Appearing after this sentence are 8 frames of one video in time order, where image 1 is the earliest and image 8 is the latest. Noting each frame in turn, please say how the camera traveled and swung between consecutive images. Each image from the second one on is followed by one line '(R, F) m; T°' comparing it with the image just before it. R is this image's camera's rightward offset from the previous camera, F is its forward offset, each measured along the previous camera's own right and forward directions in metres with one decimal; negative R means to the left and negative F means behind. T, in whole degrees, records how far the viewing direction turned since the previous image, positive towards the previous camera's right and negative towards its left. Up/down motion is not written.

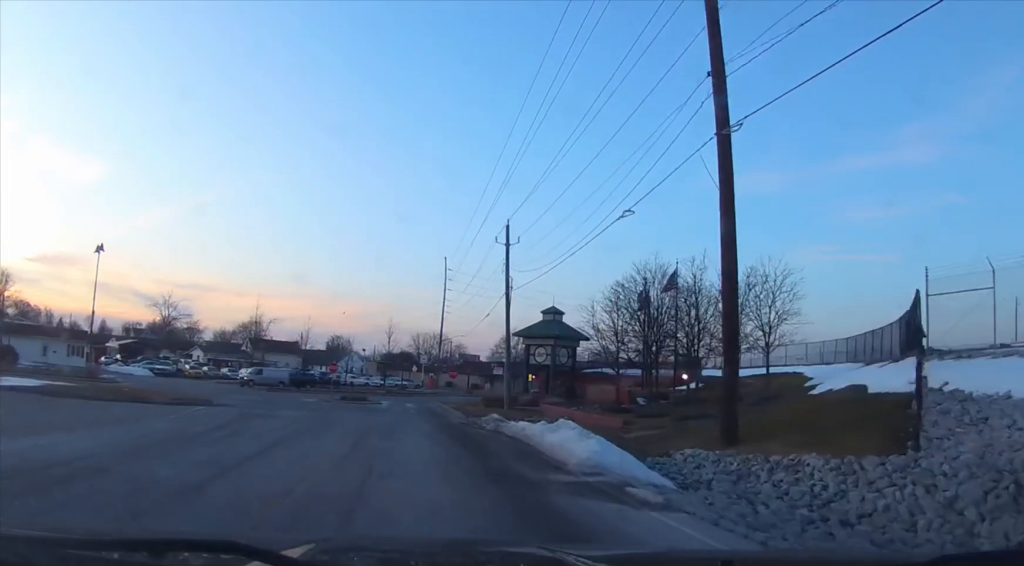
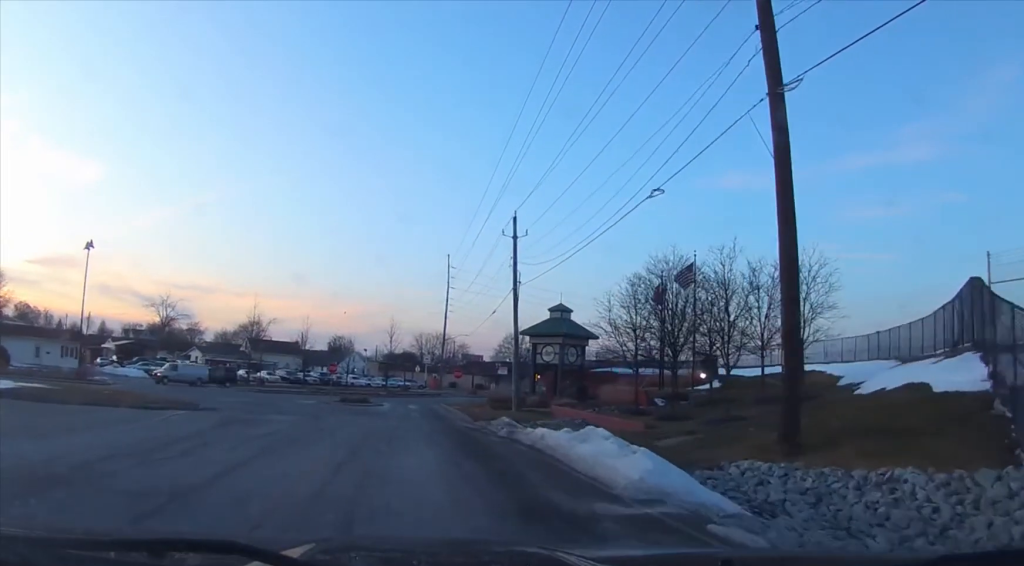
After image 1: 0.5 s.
(0.0, +3.0) m; +1°
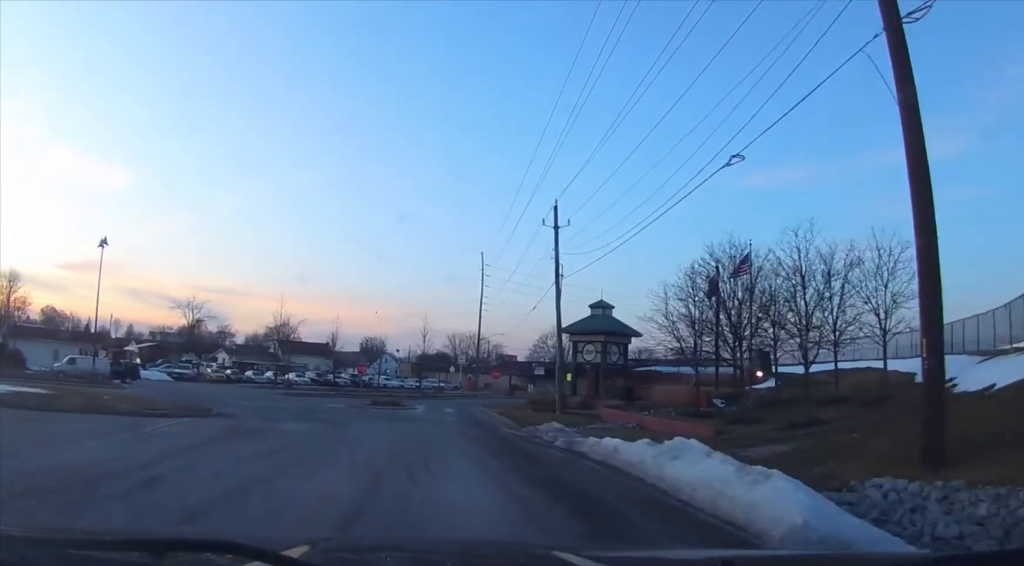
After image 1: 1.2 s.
(+0.1, +3.5) m; 0°
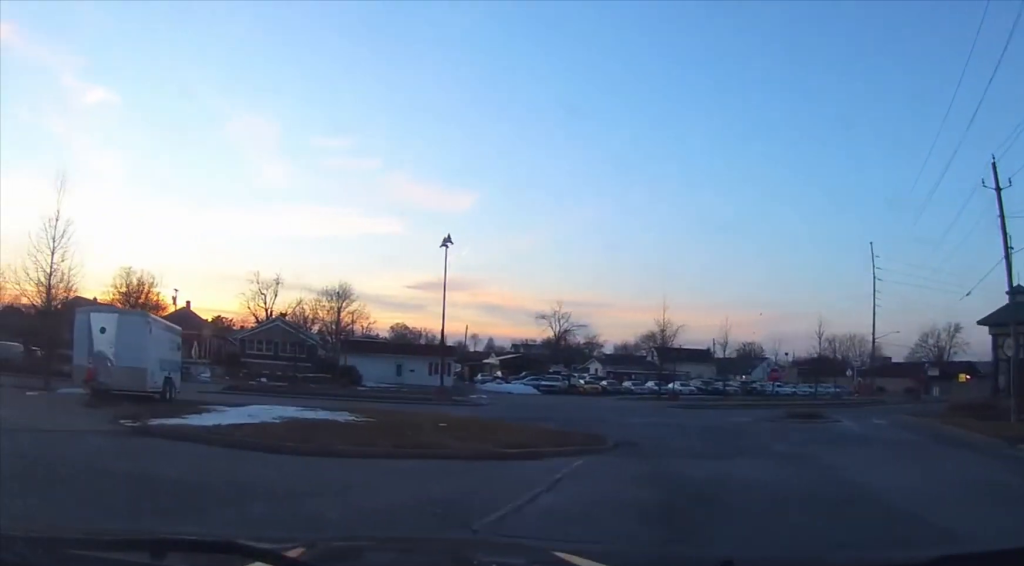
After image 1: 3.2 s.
(-0.2, +9.5) m; -28°
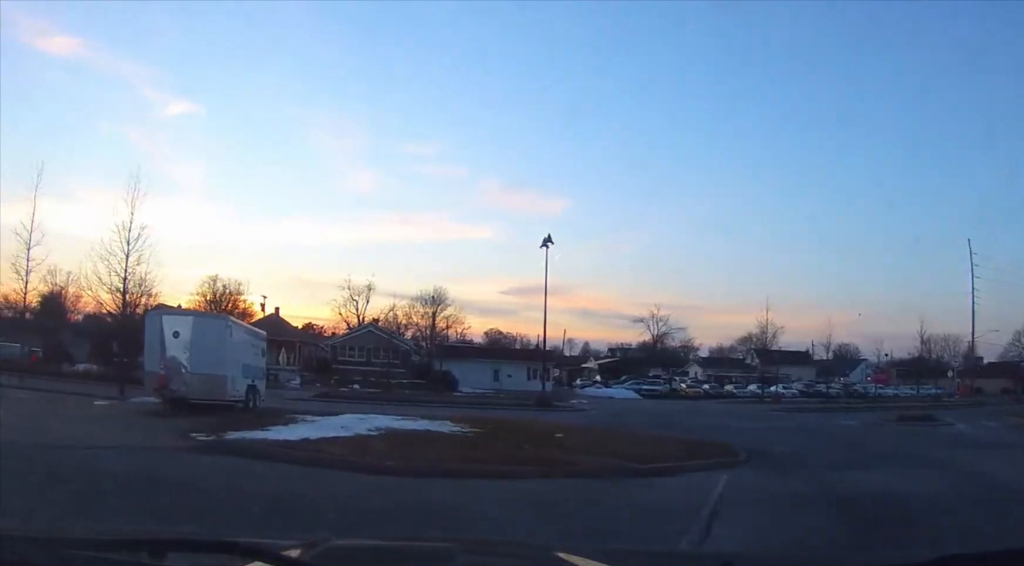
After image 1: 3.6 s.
(+0.1, +1.6) m; -19°
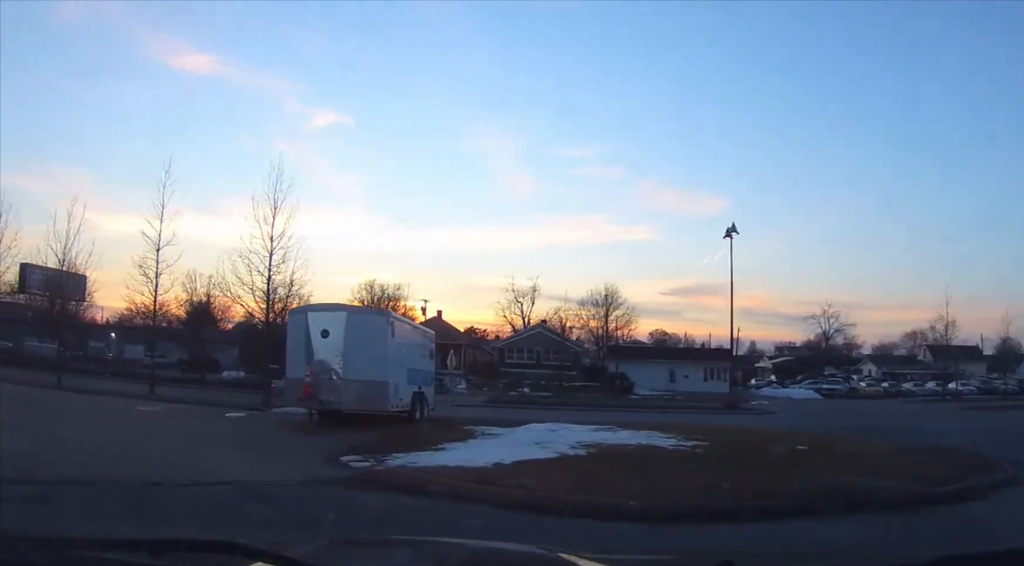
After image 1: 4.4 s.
(-1.9, +2.5) m; -41°
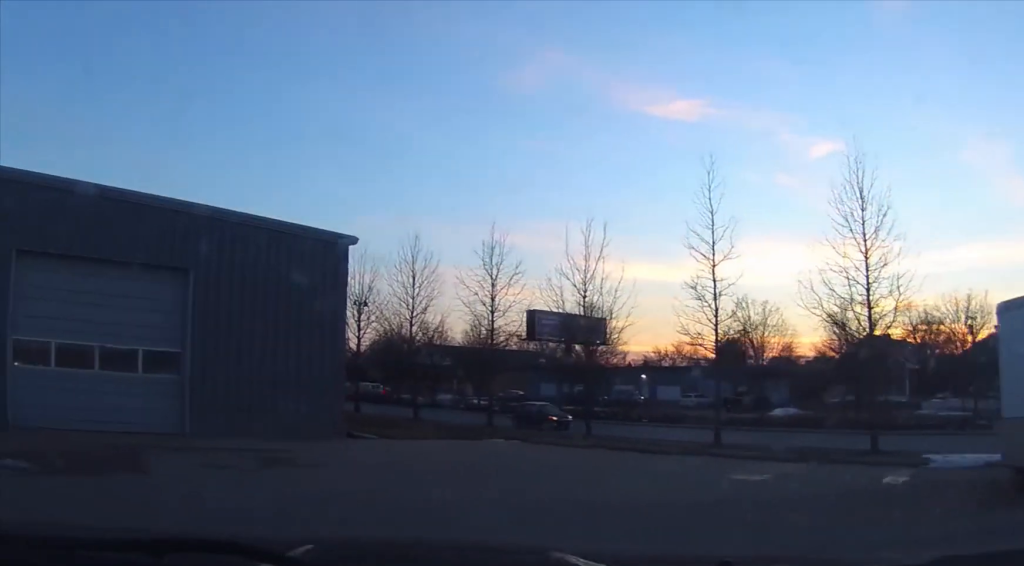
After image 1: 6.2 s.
(-2.1, +8.8) m; -95°
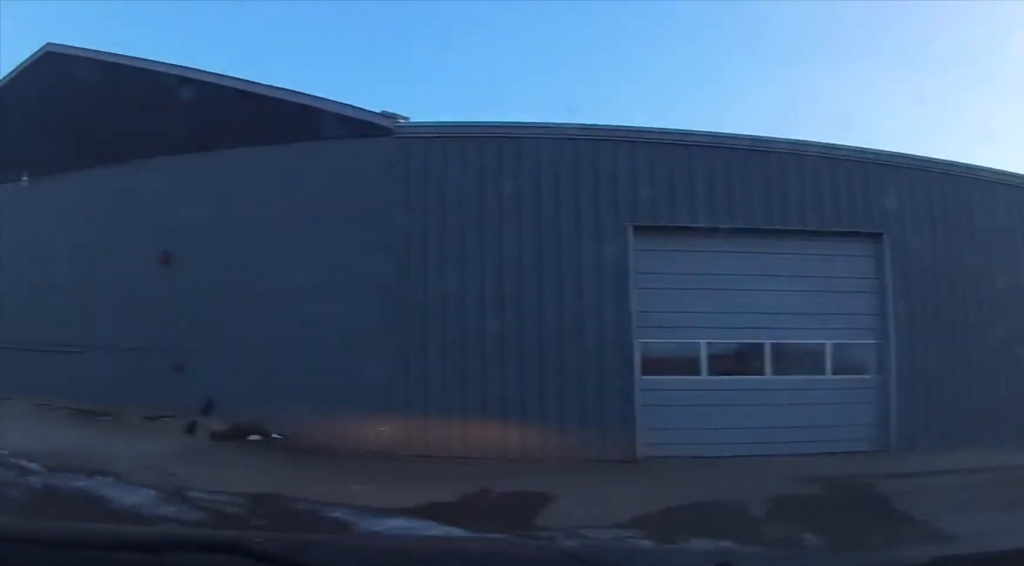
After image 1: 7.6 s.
(-5.1, +2.5) m; -69°
